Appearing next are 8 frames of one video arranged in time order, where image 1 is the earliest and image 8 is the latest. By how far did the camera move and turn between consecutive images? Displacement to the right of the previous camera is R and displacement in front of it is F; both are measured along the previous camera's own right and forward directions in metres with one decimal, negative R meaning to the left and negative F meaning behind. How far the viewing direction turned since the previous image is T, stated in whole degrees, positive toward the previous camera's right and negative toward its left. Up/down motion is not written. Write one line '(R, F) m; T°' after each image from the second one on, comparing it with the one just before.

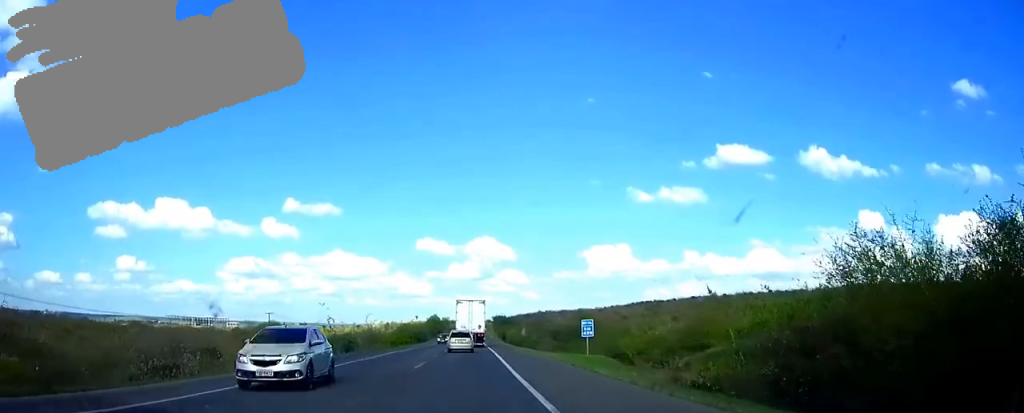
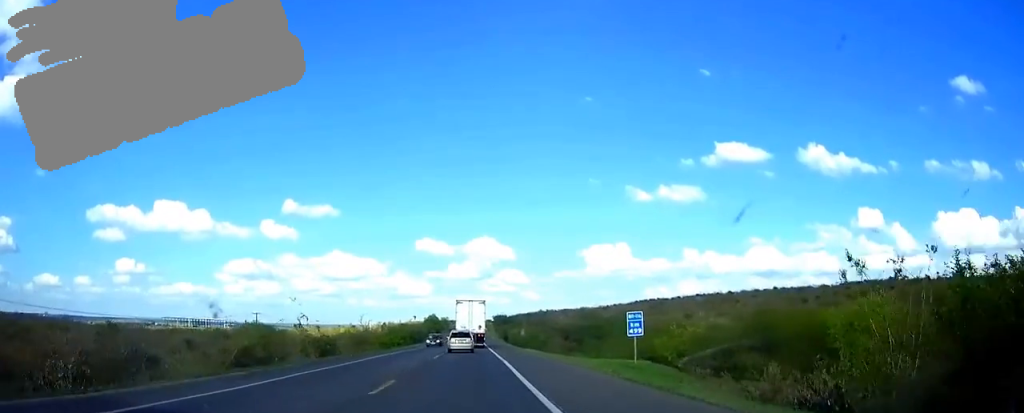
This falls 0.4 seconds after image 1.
(0.0, +10.5) m; 0°
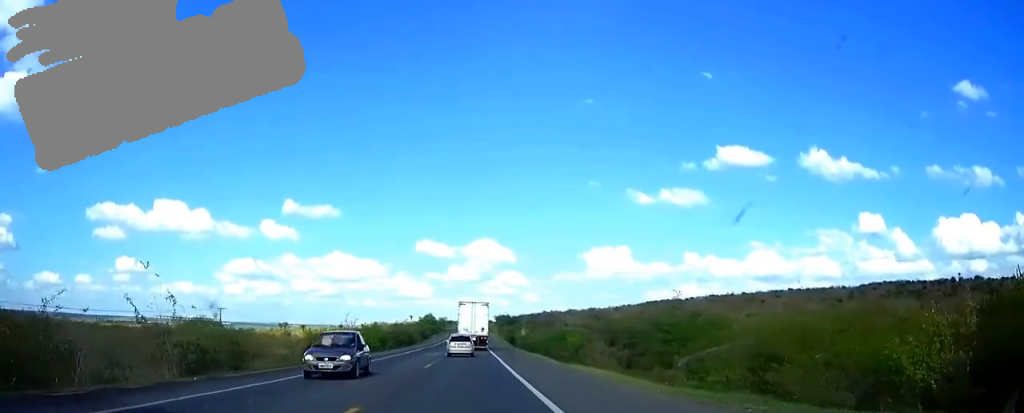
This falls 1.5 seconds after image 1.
(0.0, +25.9) m; 0°
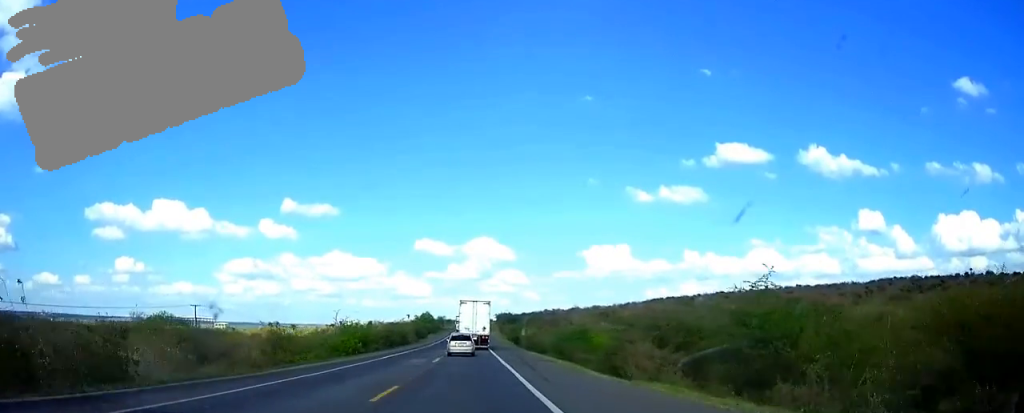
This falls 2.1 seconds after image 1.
(0.0, +13.8) m; 0°
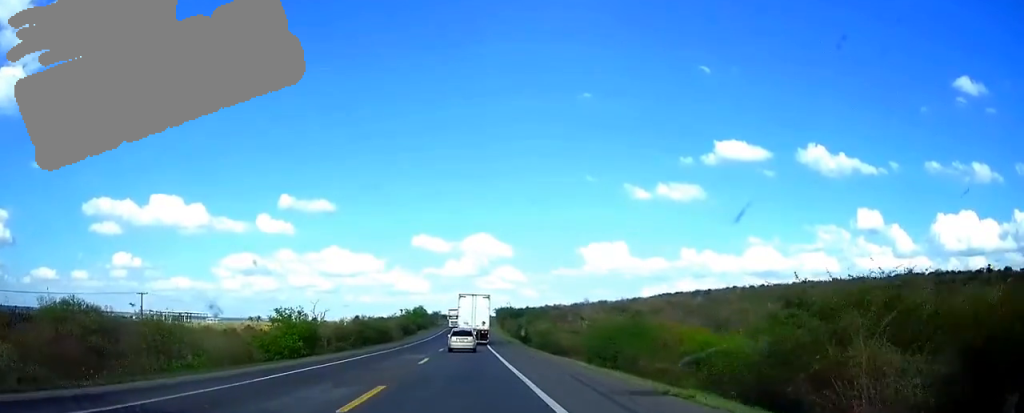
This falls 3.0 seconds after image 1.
(0.0, +22.7) m; 0°
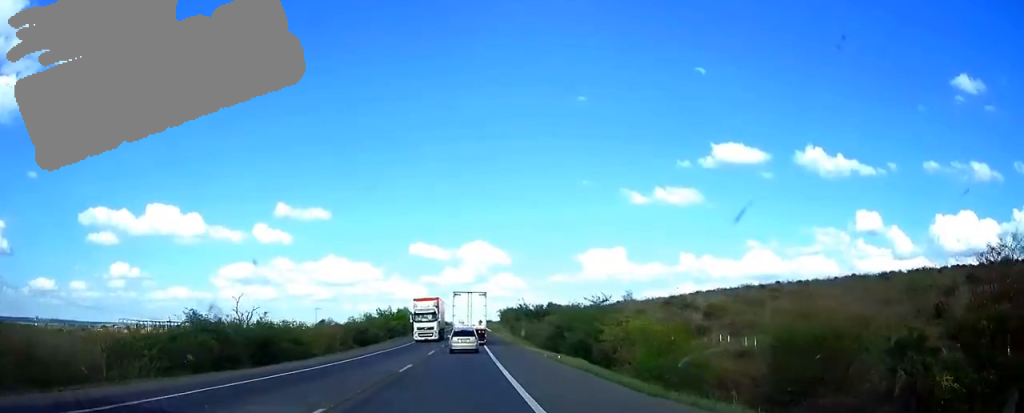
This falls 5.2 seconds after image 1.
(+0.3, +52.5) m; +1°
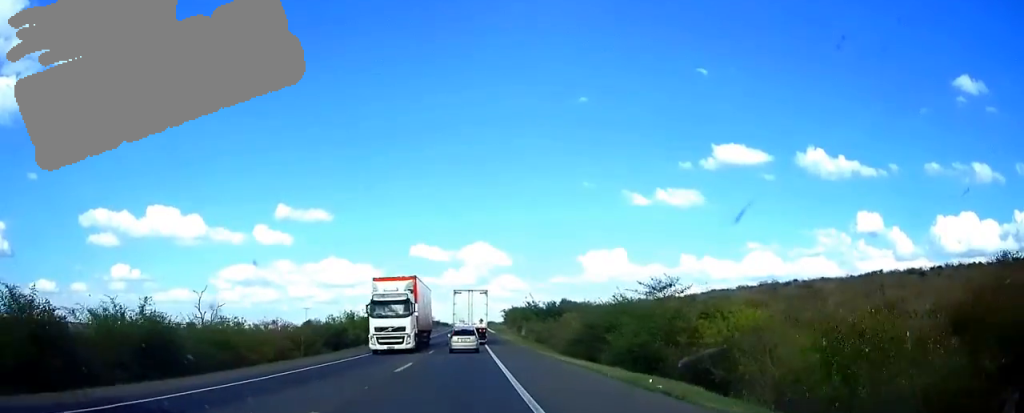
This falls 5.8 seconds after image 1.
(0.0, +16.1) m; 0°
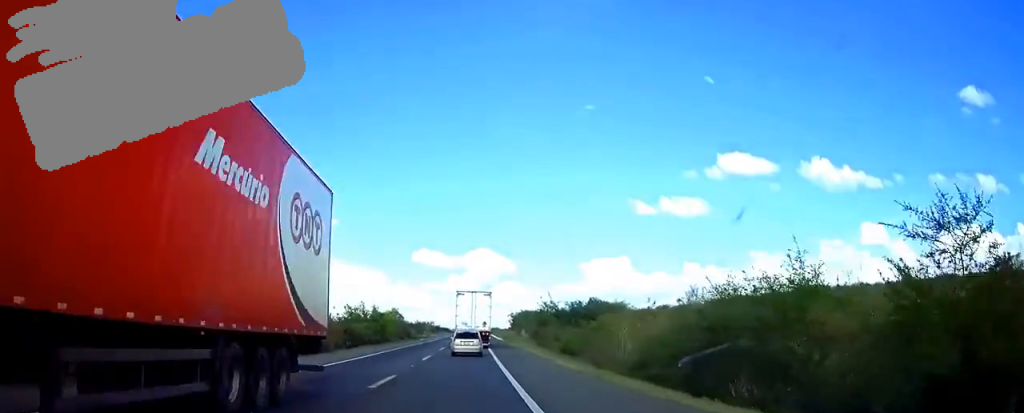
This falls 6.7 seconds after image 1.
(-0.1, +21.6) m; -1°
